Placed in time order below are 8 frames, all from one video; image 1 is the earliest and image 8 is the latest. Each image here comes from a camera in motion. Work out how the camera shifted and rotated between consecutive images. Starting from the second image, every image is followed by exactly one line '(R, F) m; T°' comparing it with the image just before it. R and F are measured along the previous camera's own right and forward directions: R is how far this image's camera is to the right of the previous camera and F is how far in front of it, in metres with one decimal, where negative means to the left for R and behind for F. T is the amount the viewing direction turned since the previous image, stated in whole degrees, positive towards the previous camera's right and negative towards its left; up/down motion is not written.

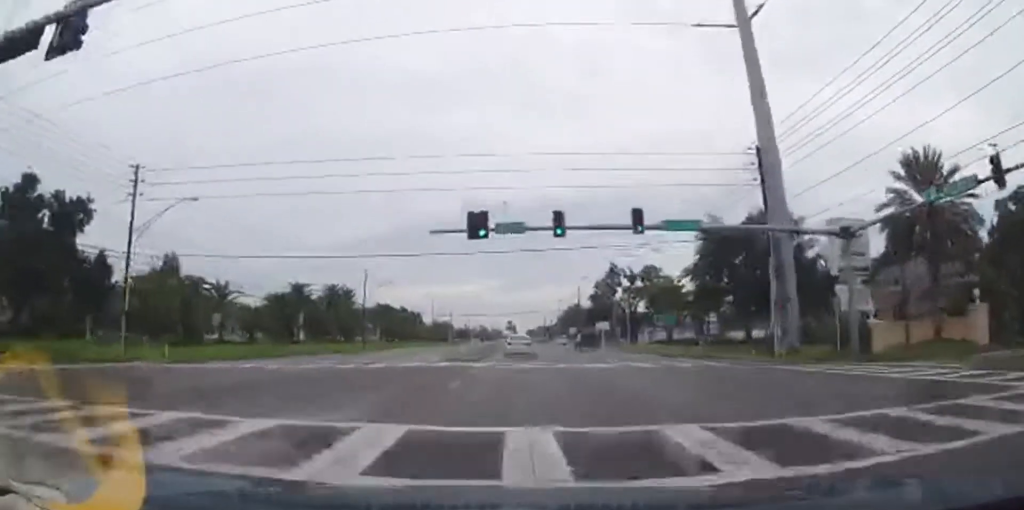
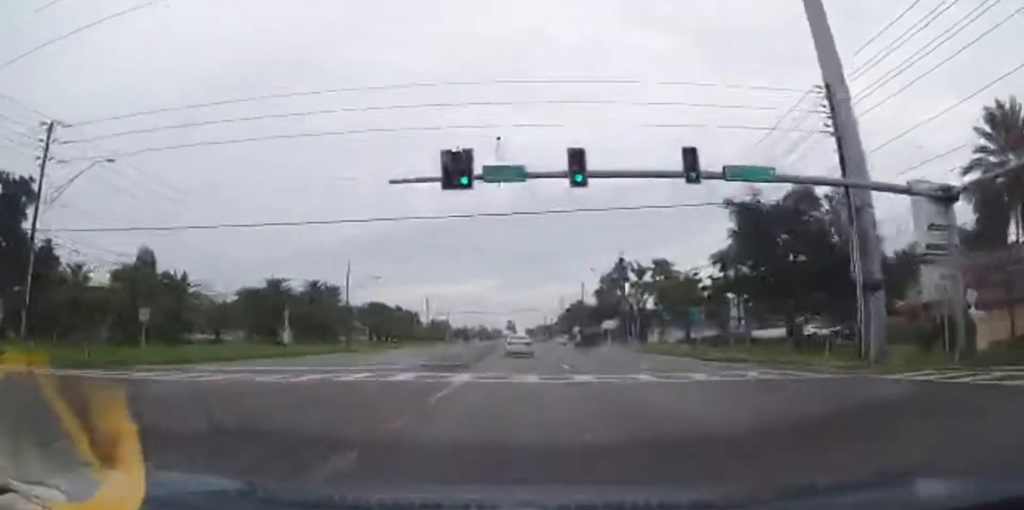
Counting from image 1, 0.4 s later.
(0.0, +8.7) m; 0°
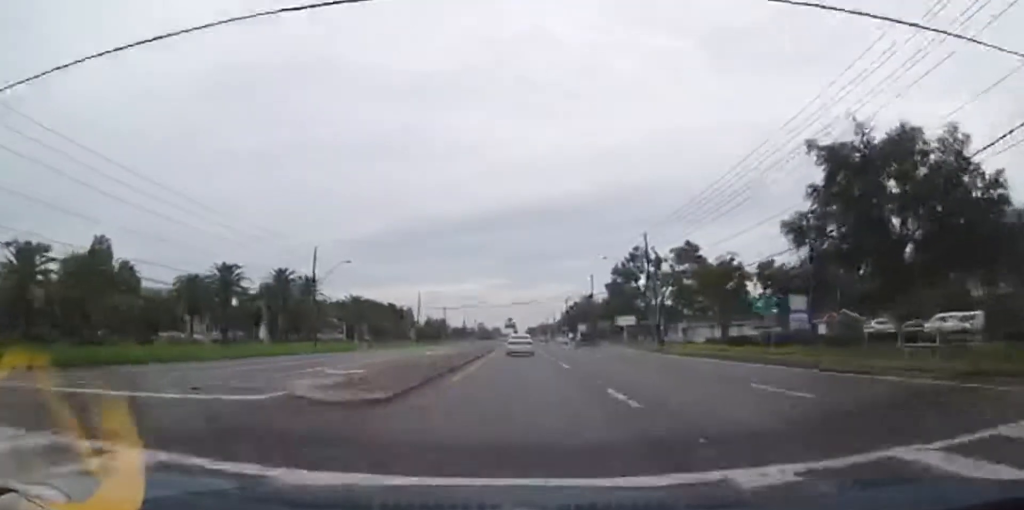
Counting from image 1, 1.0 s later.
(0.0, +13.7) m; 0°
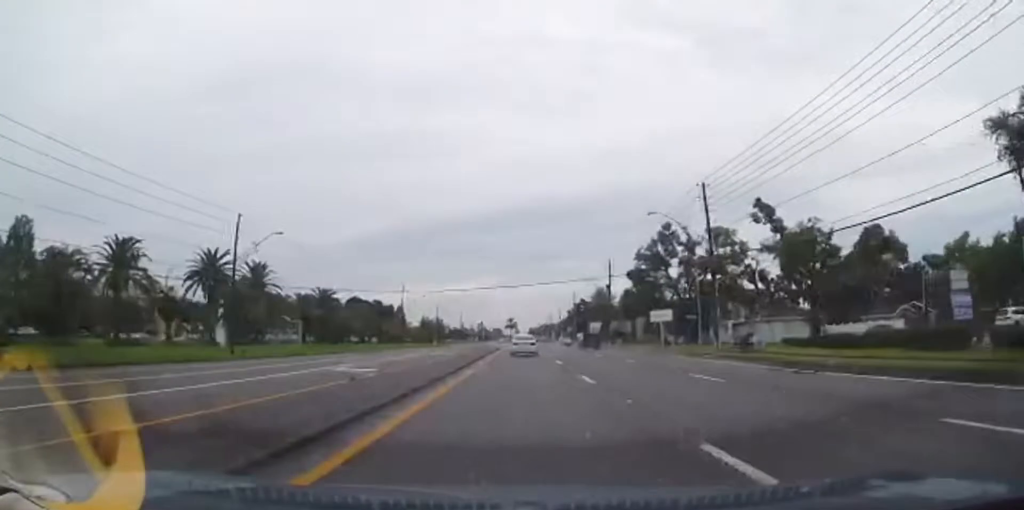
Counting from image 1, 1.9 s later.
(-0.2, +19.4) m; +1°
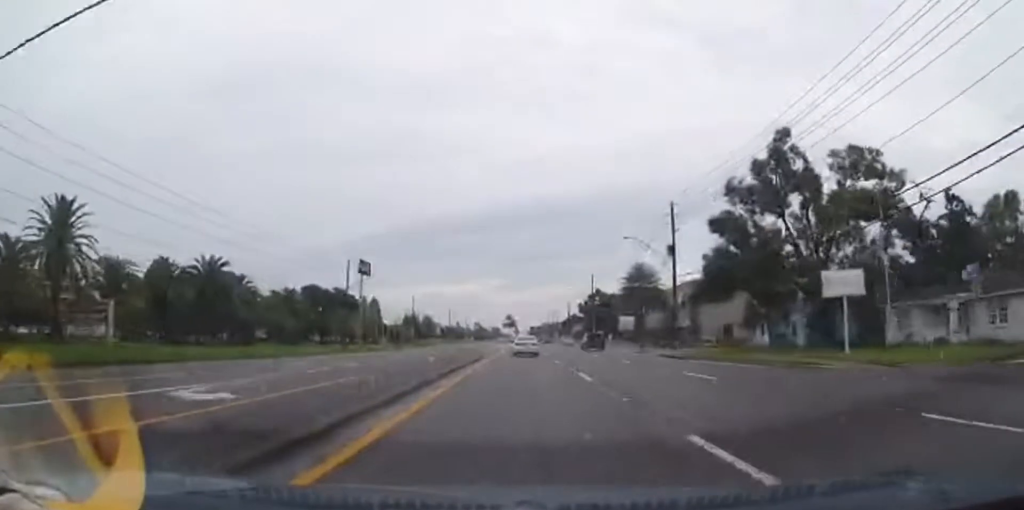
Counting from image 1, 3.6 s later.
(-0.6, +35.6) m; -2°
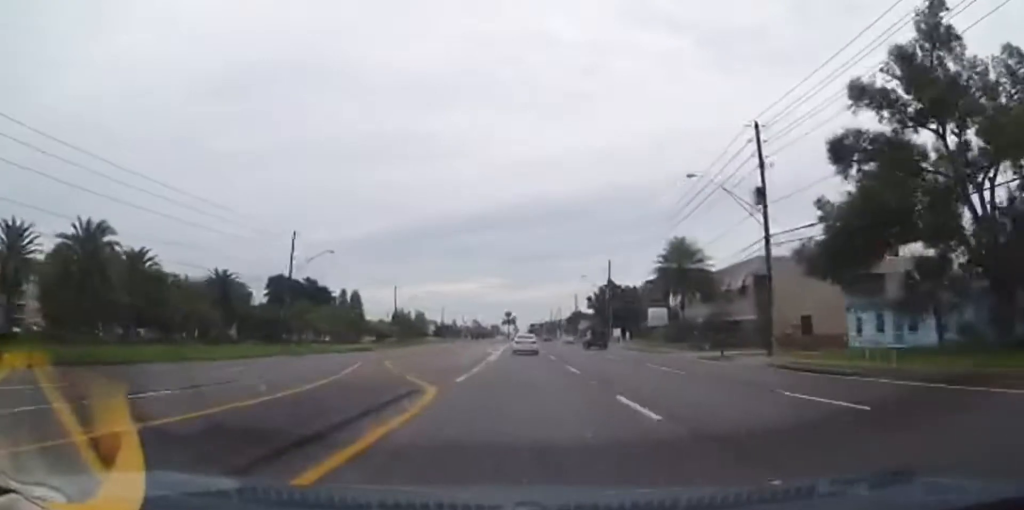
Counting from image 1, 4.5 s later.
(0.0, +19.7) m; 0°
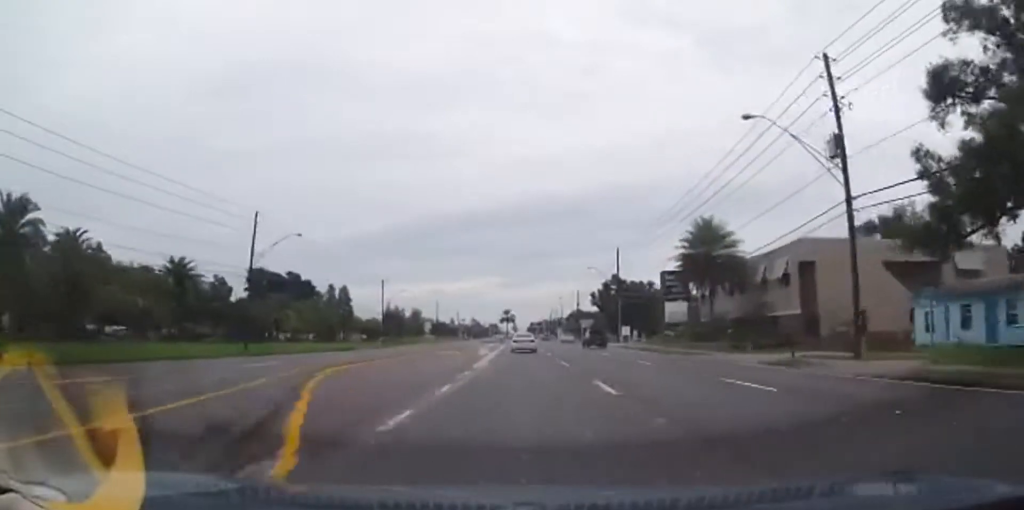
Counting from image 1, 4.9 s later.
(+0.1, +8.8) m; +1°
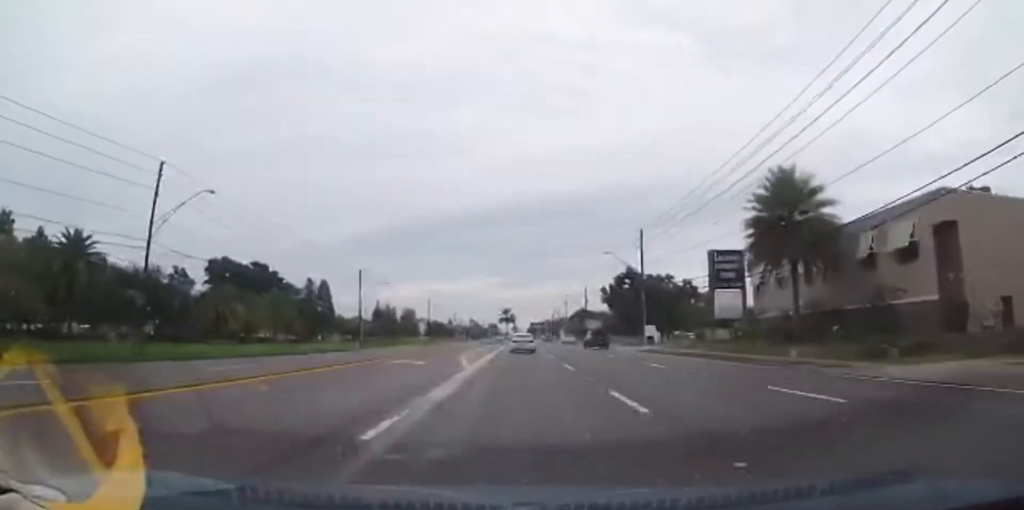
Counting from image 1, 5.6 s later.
(0.0, +15.3) m; +1°
